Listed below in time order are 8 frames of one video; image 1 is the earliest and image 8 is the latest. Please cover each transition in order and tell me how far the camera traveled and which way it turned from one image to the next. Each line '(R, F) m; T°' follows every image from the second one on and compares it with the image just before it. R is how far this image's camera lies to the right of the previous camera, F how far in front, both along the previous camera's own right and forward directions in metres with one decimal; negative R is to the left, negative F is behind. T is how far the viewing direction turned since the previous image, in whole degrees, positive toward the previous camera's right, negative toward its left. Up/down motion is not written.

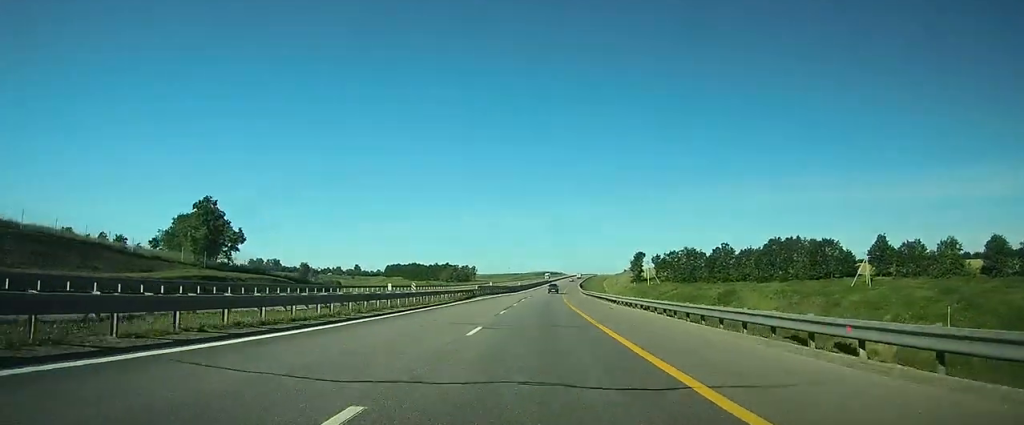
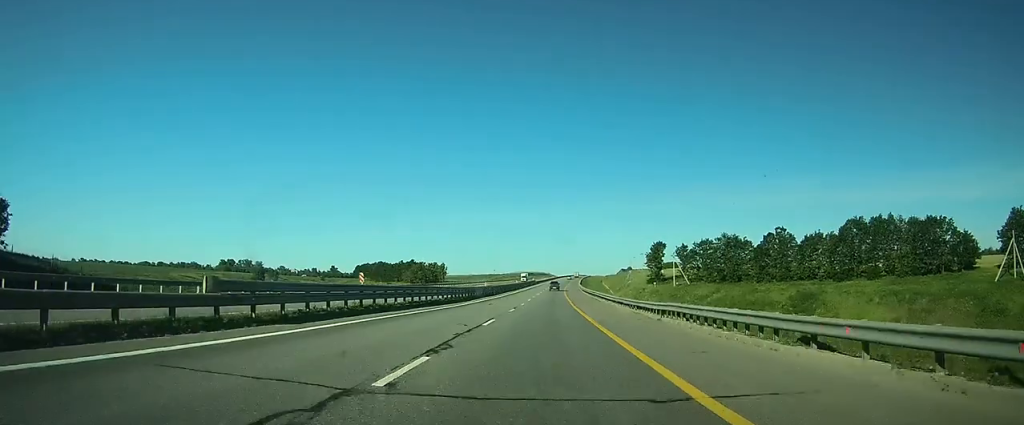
(+0.9, +56.0) m; +1°
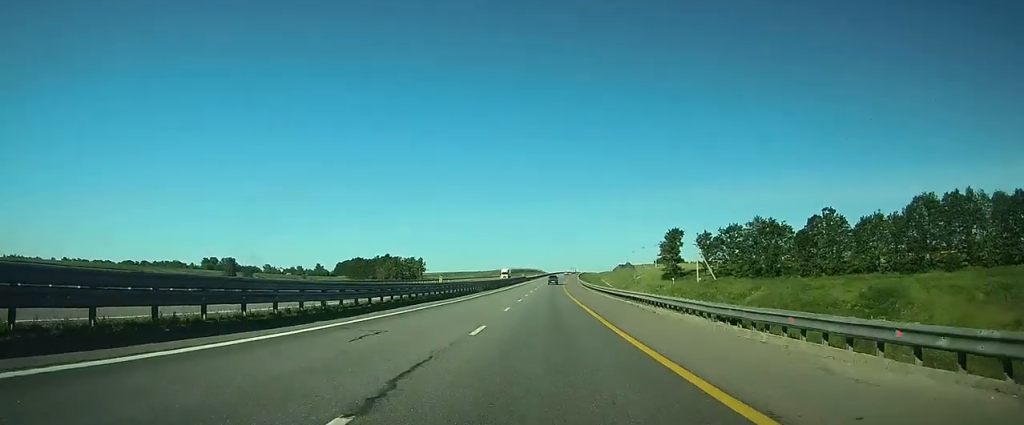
(0.0, +29.0) m; +1°
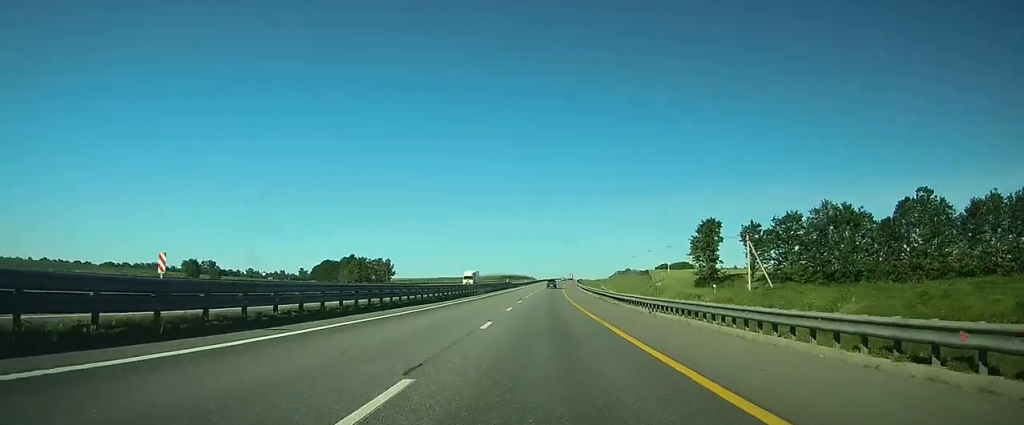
(+0.4, +34.0) m; +1°
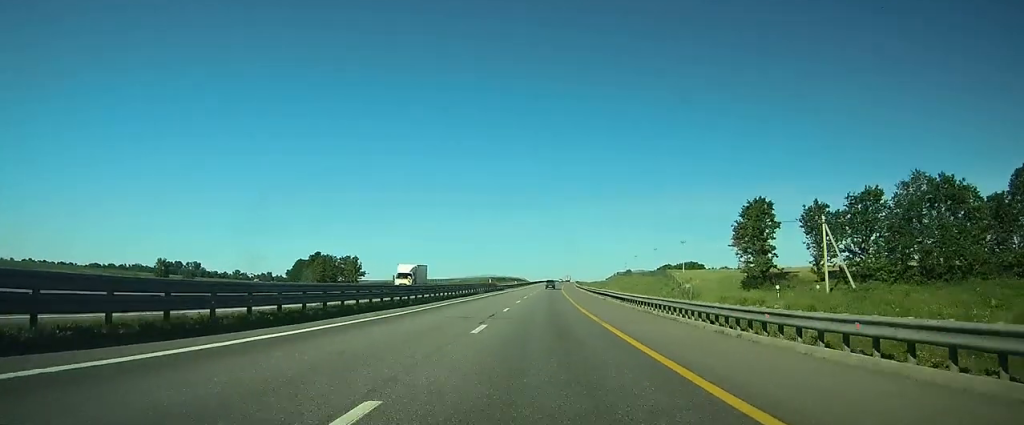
(+0.3, +25.6) m; +1°
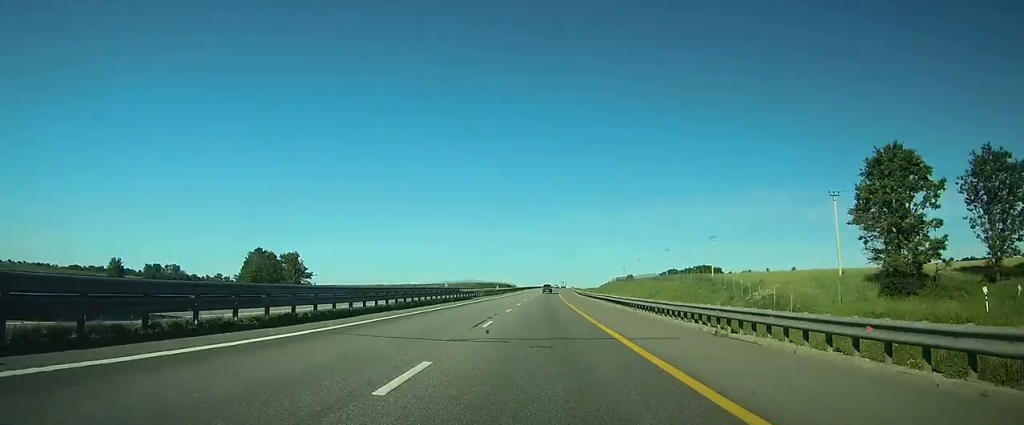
(+0.1, +32.7) m; +1°
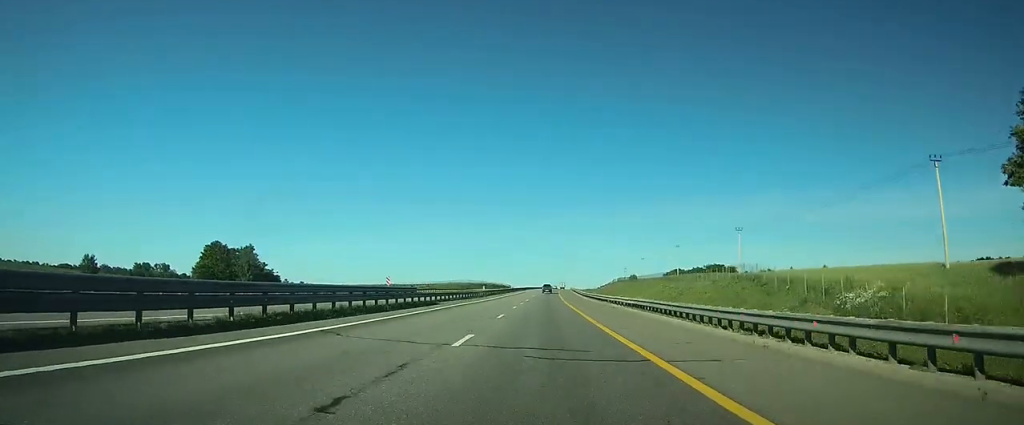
(+0.1, +18.3) m; 0°
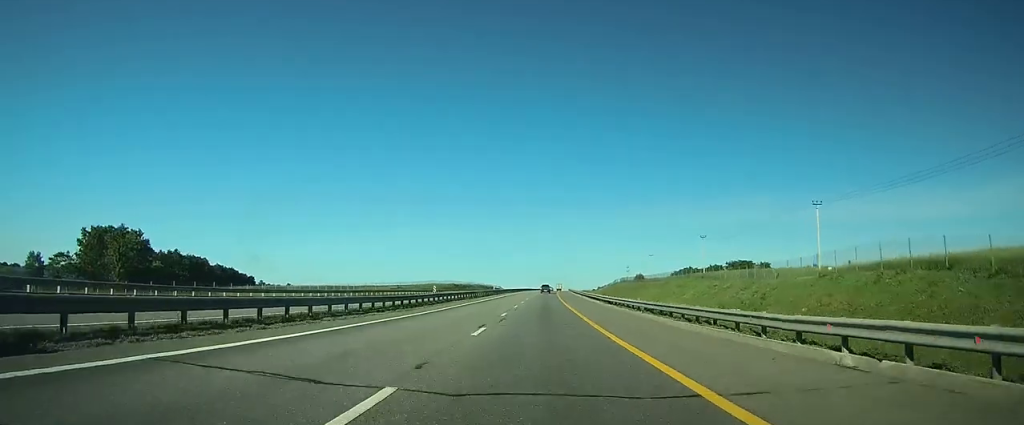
(0.0, +32.4) m; 0°
